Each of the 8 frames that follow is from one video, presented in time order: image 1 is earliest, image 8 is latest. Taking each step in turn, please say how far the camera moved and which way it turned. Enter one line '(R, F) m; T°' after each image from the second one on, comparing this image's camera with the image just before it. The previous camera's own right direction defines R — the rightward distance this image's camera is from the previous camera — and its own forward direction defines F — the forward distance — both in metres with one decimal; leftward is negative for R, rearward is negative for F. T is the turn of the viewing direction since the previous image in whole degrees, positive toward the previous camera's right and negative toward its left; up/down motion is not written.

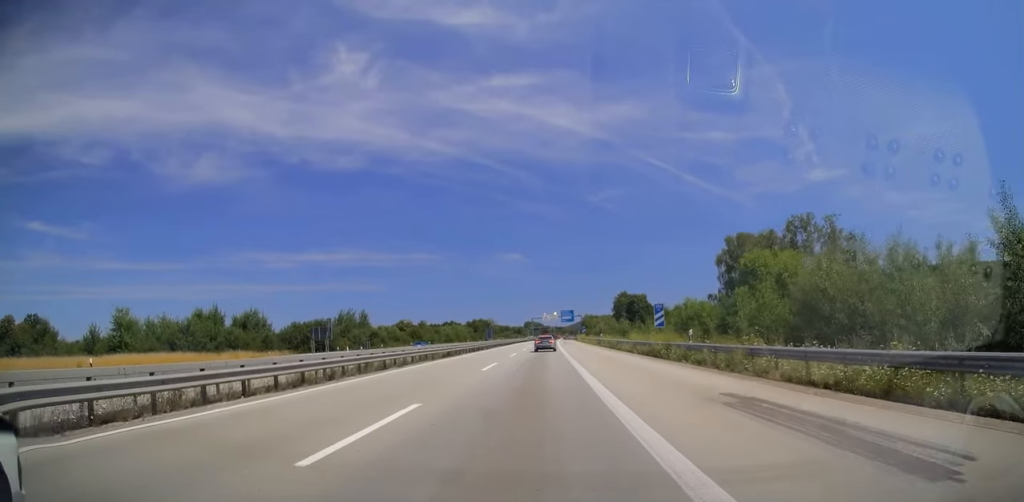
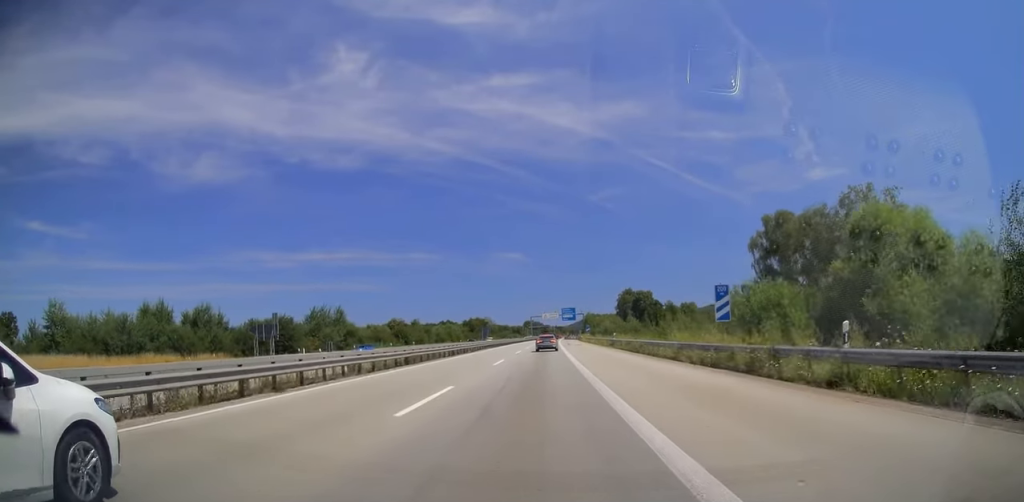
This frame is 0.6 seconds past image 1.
(-0.2, +14.4) m; 0°
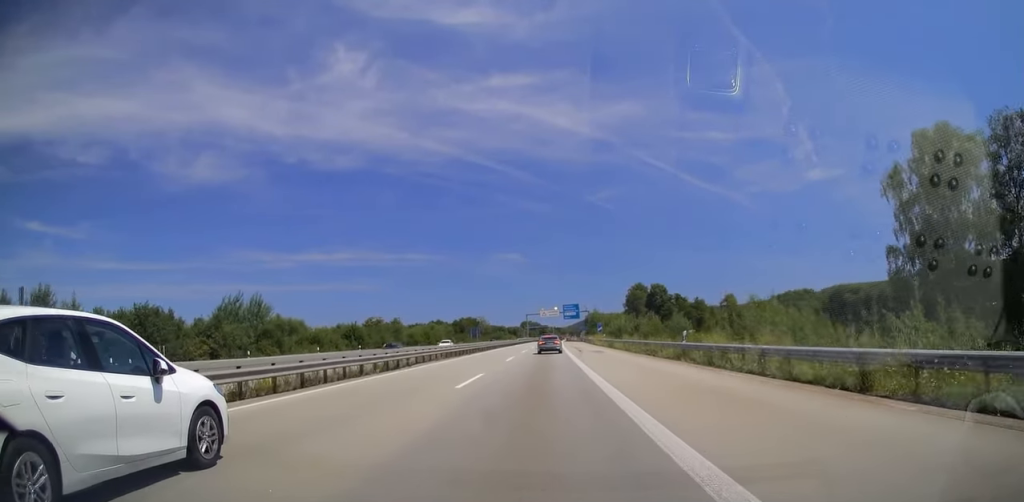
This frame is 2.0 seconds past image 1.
(+0.1, +30.9) m; 0°
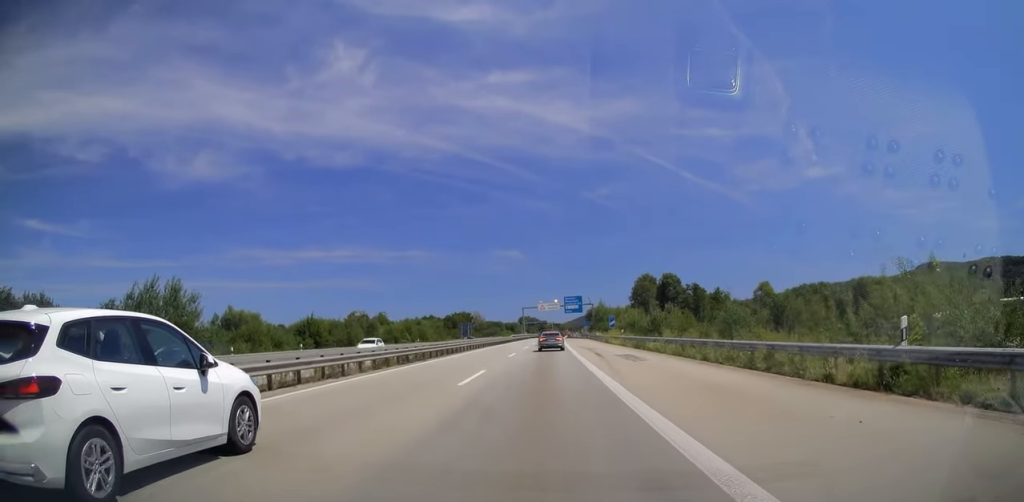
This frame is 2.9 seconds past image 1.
(-0.1, +19.0) m; 0°
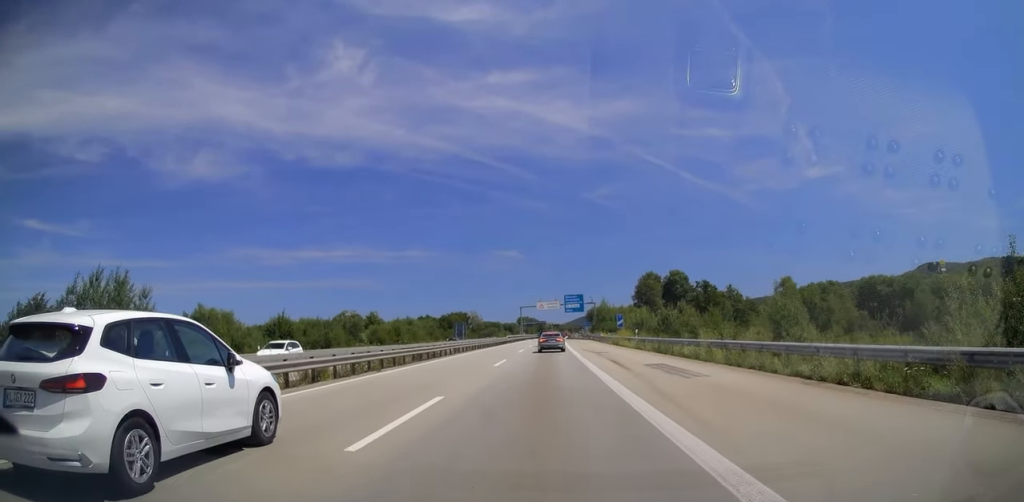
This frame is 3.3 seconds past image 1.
(+0.1, +9.4) m; +1°
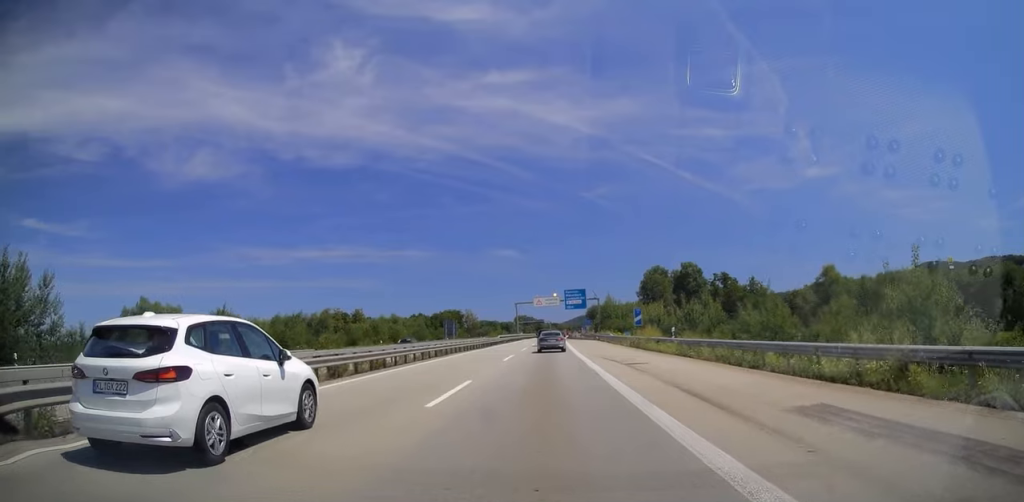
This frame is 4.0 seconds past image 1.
(0.0, +14.7) m; 0°
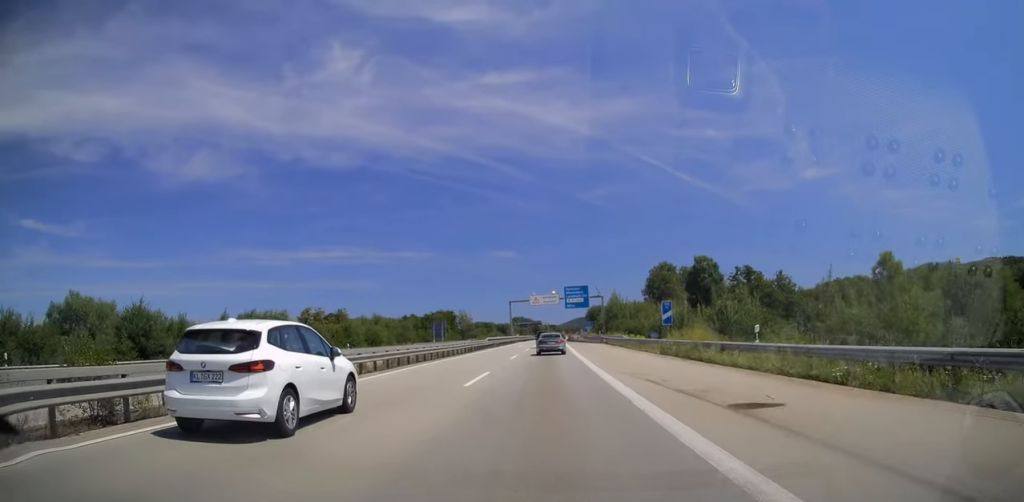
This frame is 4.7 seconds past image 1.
(0.0, +14.6) m; 0°
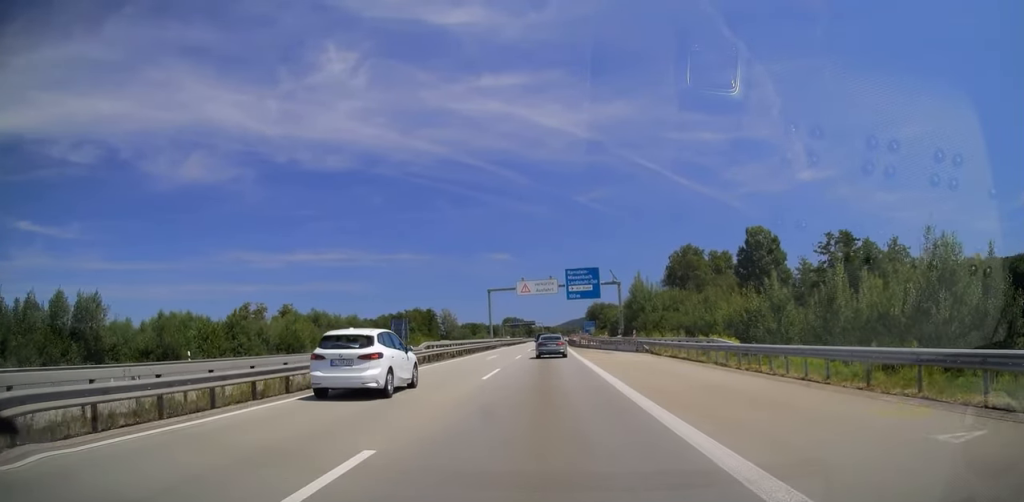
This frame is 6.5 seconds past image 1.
(-0.1, +34.2) m; +1°
